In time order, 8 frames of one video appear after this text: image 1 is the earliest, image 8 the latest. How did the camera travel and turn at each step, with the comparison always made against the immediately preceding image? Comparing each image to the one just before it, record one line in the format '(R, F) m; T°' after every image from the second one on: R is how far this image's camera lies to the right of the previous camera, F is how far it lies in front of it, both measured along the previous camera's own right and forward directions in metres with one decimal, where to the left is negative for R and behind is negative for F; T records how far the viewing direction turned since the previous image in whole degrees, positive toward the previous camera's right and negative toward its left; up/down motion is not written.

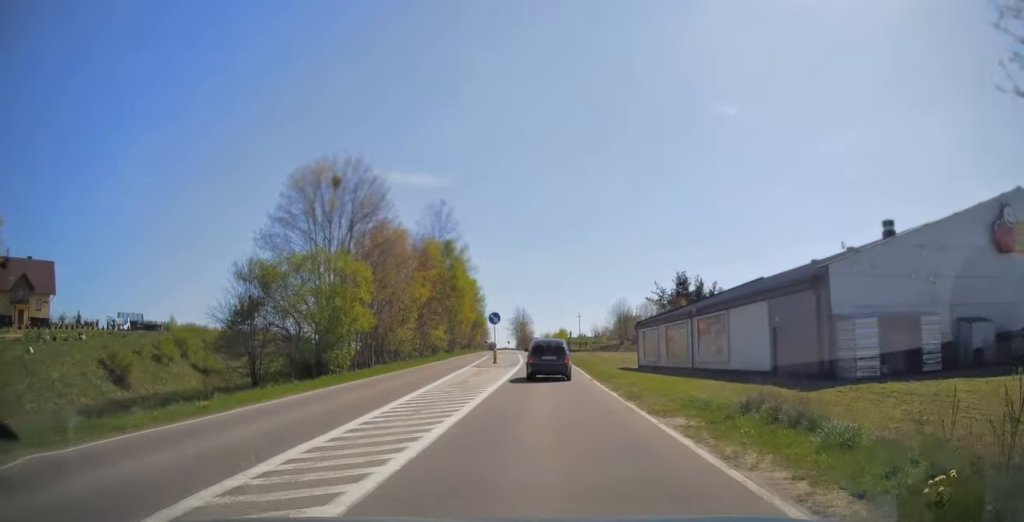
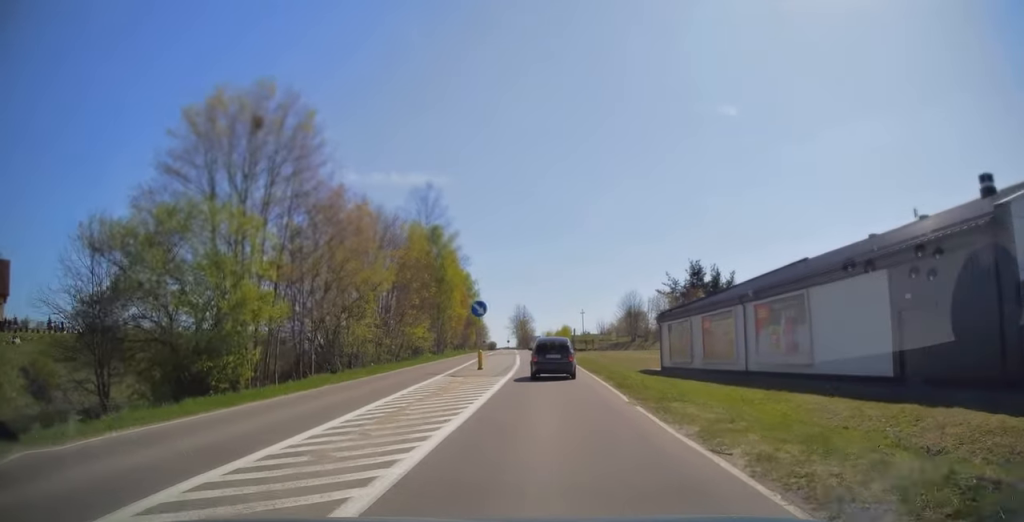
(0.0, +10.0) m; 0°
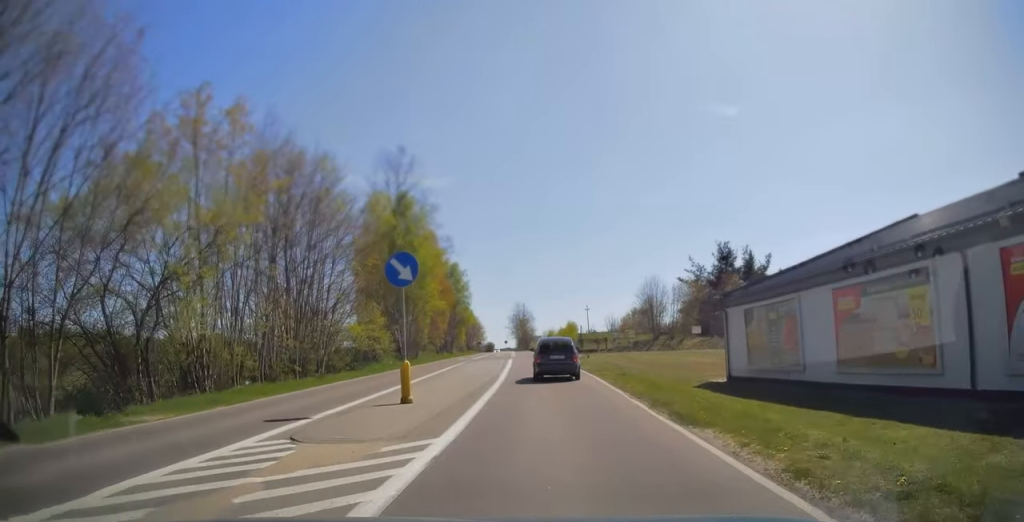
(0.0, +16.1) m; 0°
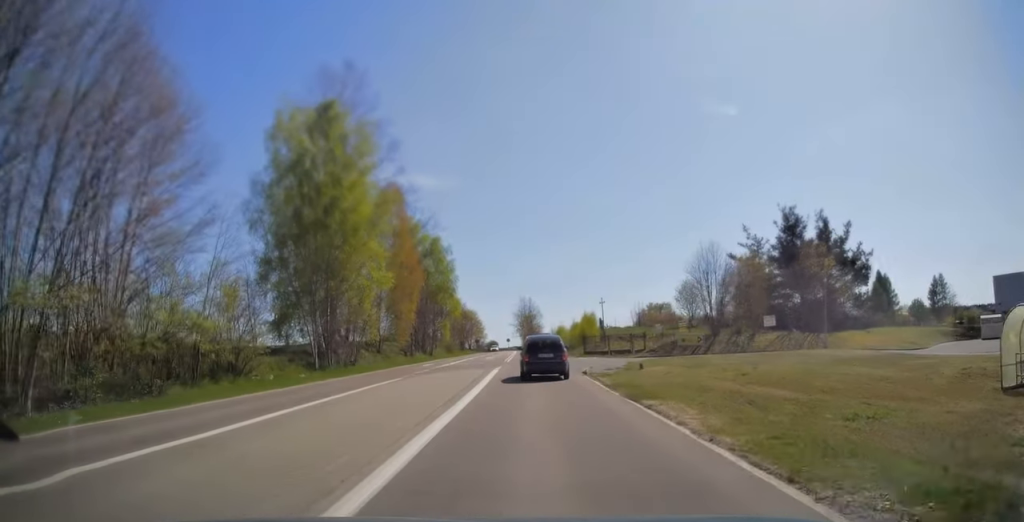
(-0.2, +21.0) m; -1°
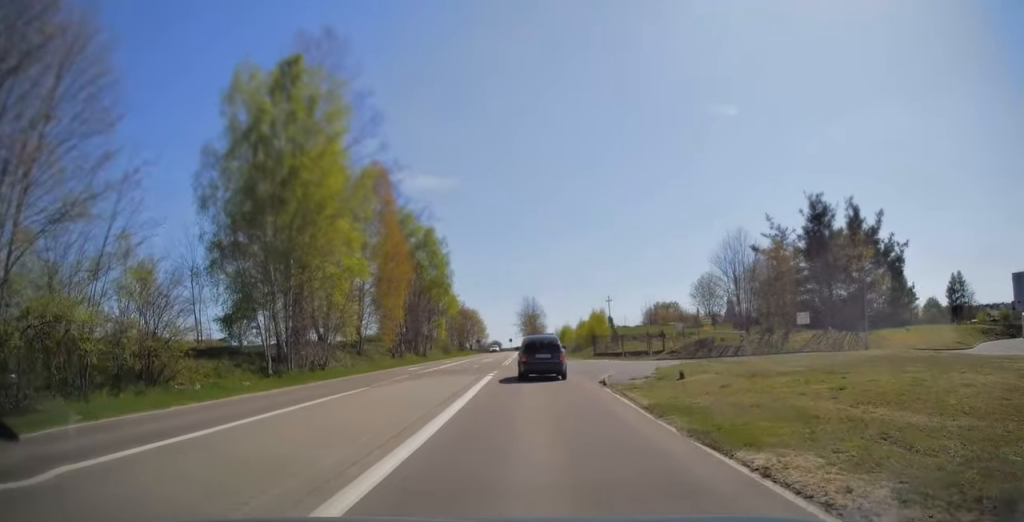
(0.0, +5.8) m; 0°
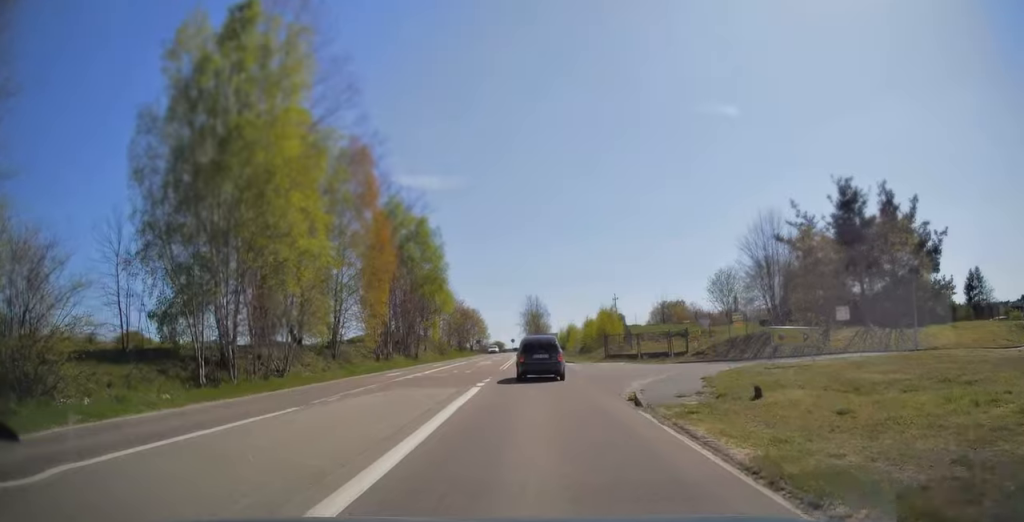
(0.0, +5.6) m; 0°
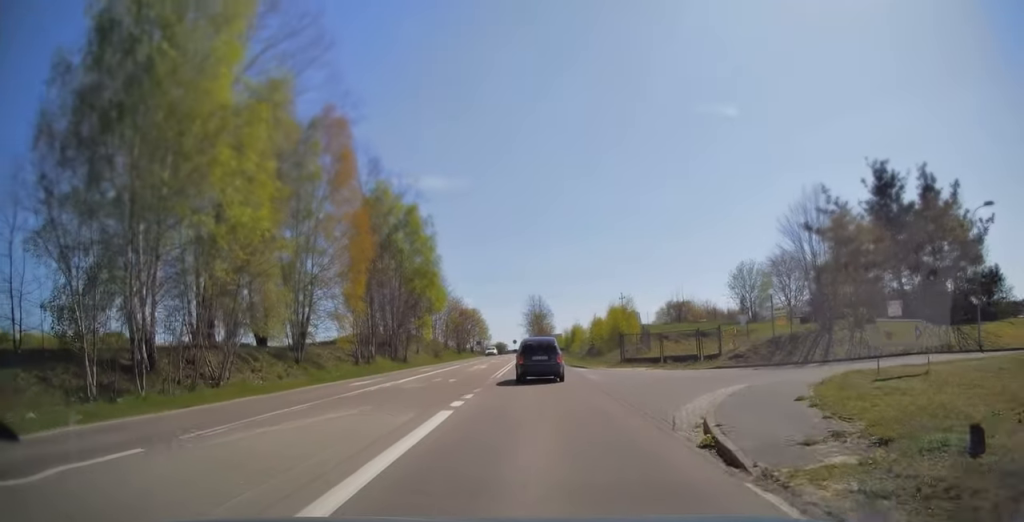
(0.0, +5.8) m; 0°
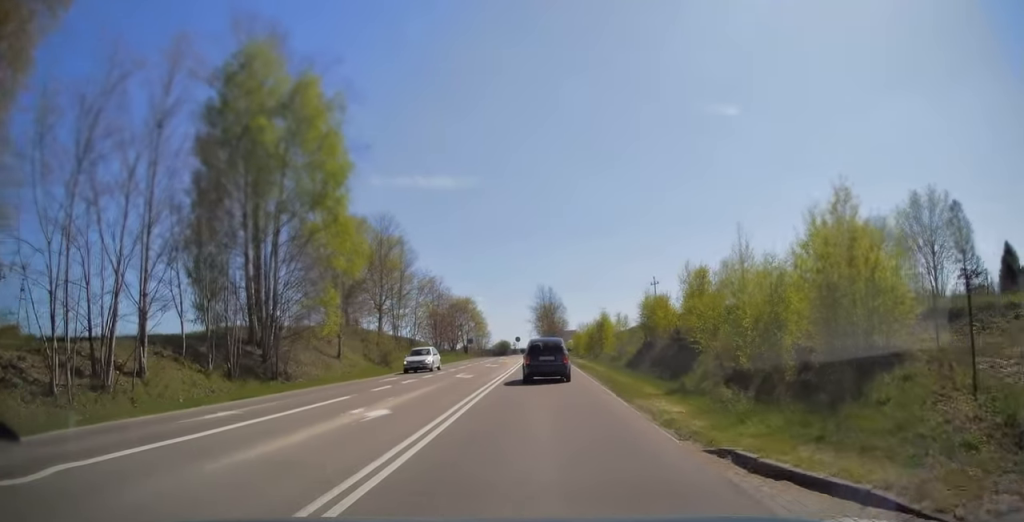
(-0.1, +26.0) m; -1°
